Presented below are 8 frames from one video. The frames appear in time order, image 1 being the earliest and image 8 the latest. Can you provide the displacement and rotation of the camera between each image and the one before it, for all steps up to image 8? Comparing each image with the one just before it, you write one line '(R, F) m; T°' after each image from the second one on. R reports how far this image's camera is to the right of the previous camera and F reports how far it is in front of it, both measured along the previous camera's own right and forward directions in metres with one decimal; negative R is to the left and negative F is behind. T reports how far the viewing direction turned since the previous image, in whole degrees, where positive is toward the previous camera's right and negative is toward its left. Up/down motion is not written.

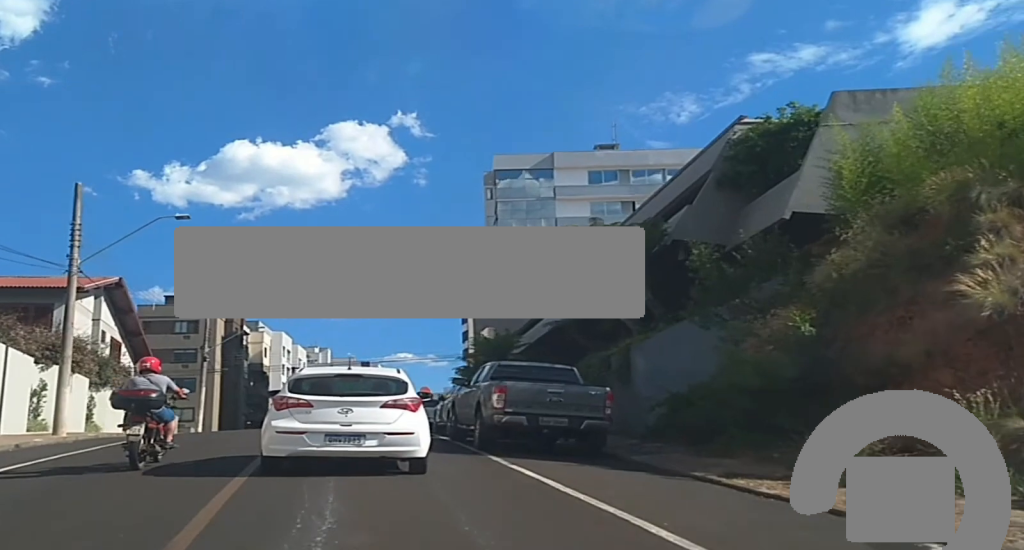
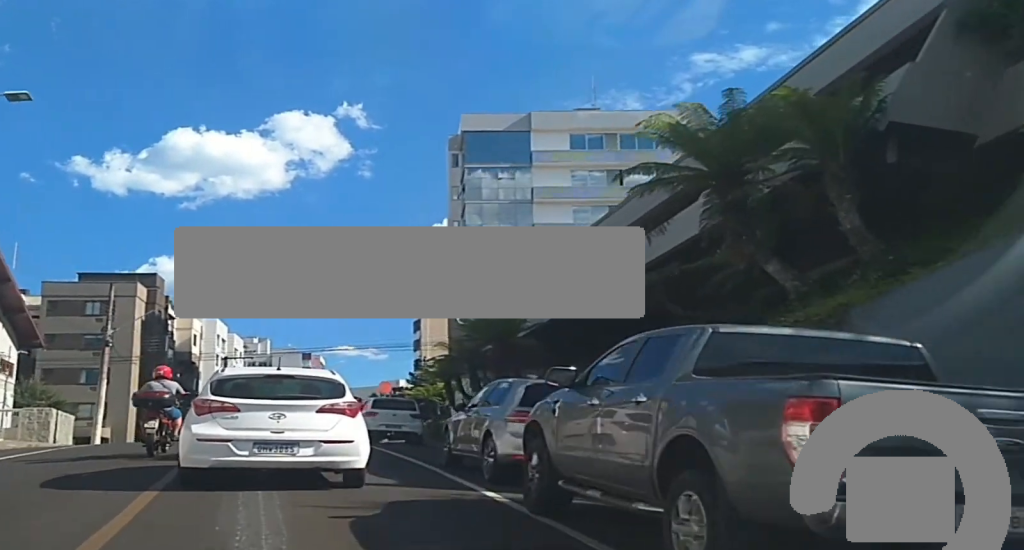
(-0.1, +10.8) m; -2°
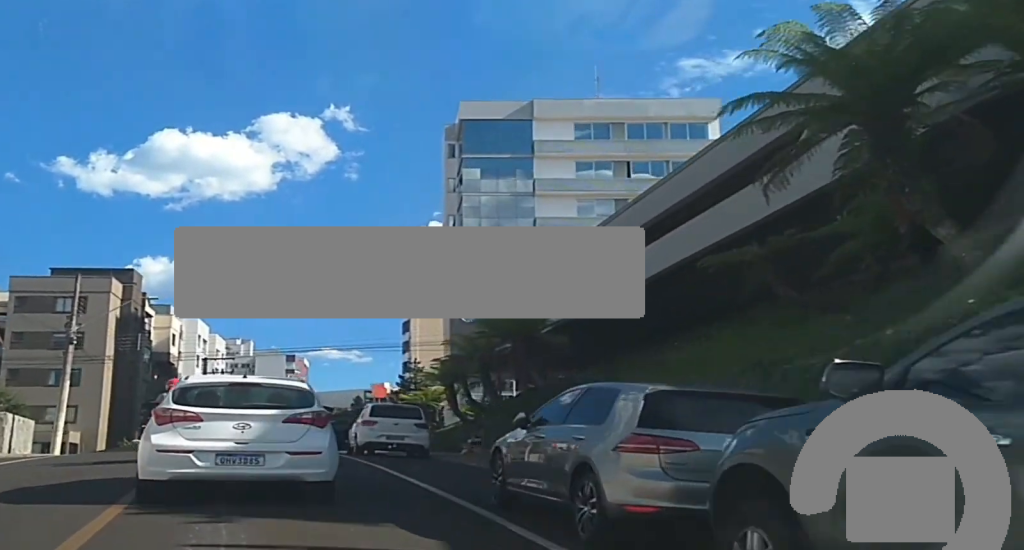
(0.0, +4.2) m; -1°
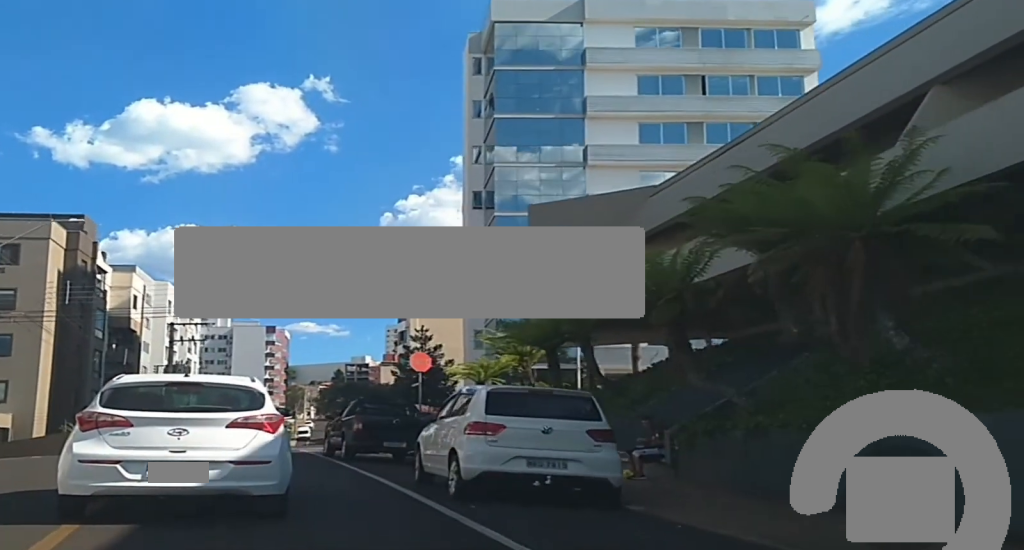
(-0.3, +14.5) m; -2°
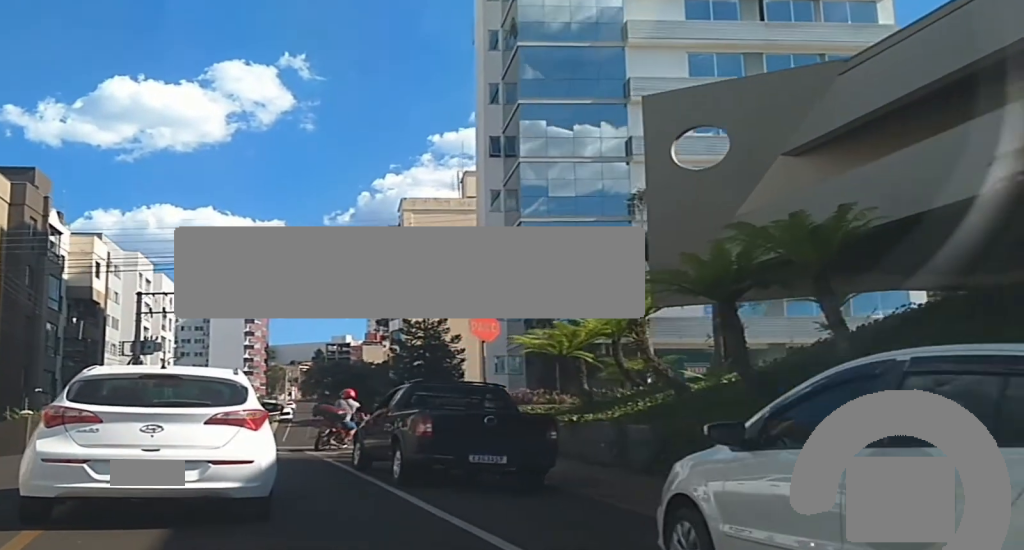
(0.0, +9.0) m; 0°
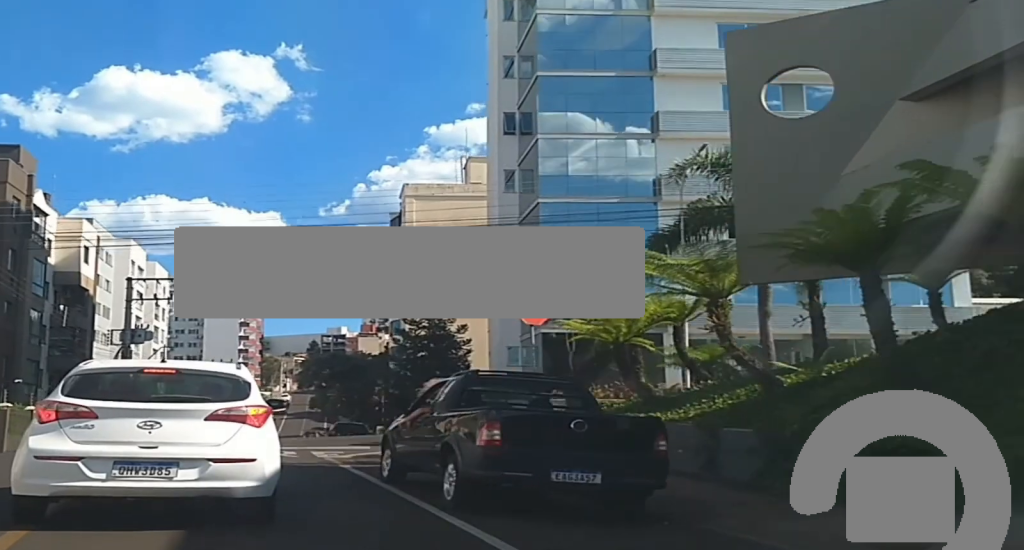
(0.0, +3.0) m; 0°
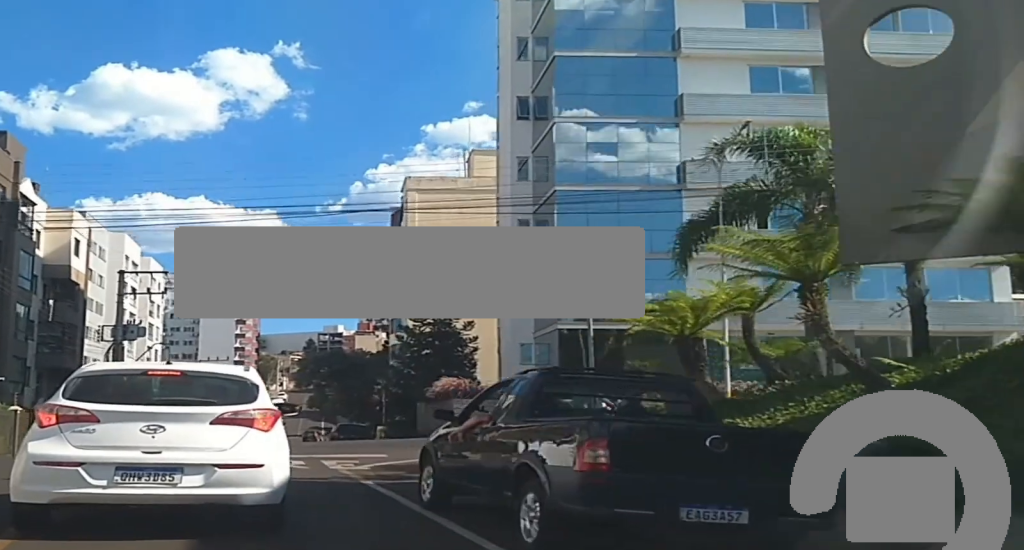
(0.0, +2.7) m; 0°
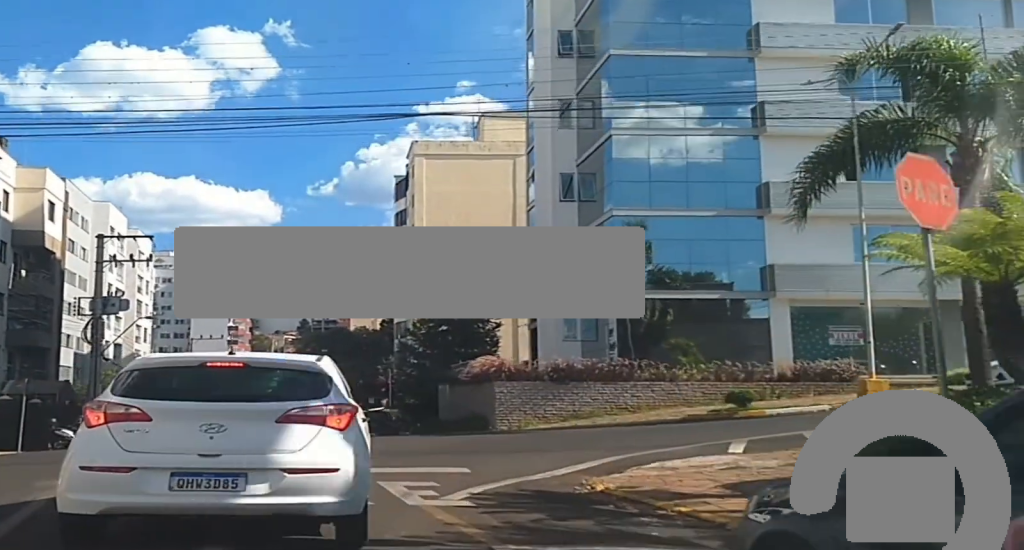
(0.0, +6.4) m; 0°
